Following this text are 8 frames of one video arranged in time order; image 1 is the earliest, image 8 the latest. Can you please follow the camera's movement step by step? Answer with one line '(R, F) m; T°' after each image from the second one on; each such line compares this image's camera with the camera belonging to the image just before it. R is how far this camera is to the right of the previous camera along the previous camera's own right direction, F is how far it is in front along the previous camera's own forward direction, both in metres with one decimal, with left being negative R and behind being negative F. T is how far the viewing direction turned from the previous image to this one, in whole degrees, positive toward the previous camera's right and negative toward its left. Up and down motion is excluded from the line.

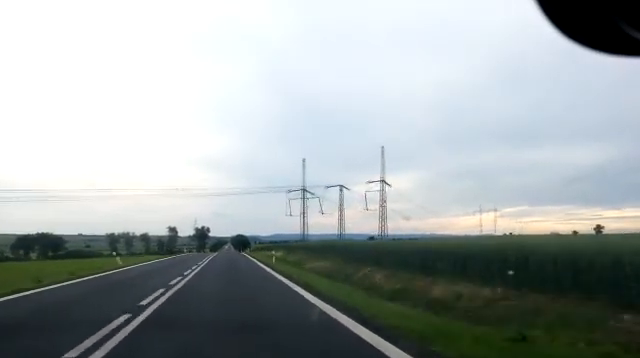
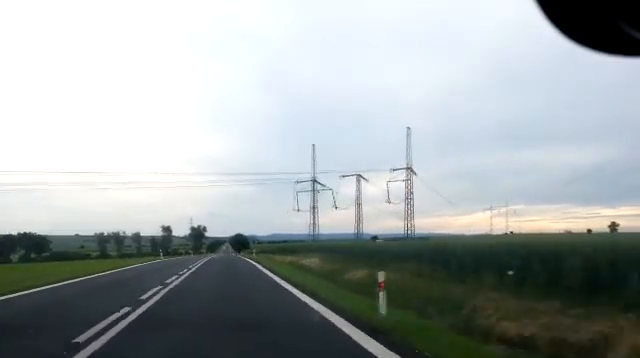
(+0.1, +21.5) m; 0°
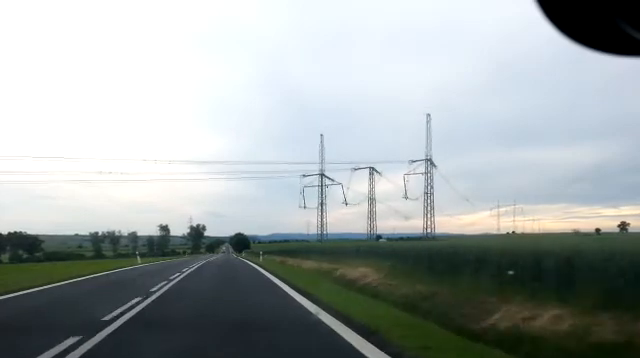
(0.0, +11.6) m; 0°
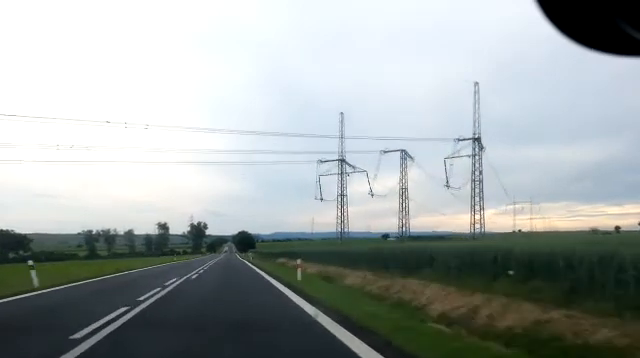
(0.0, +19.3) m; 0°
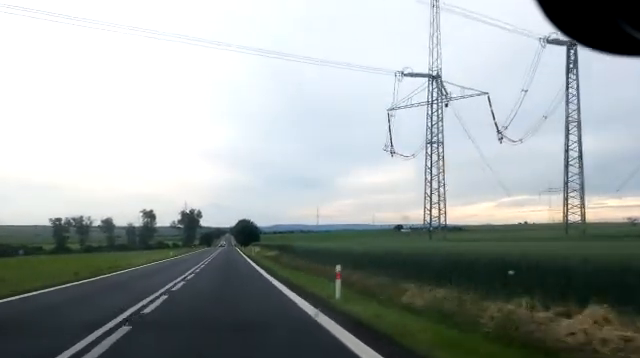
(+0.1, +46.2) m; 0°
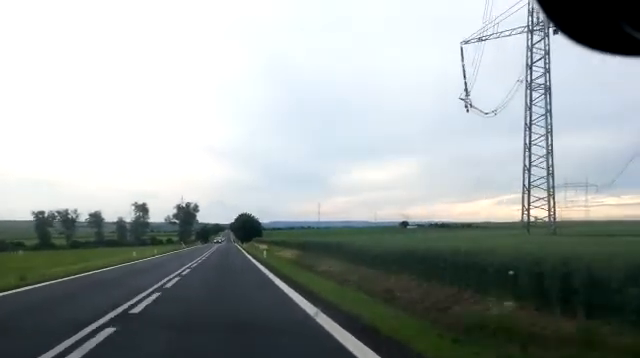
(-0.1, +18.4) m; 0°
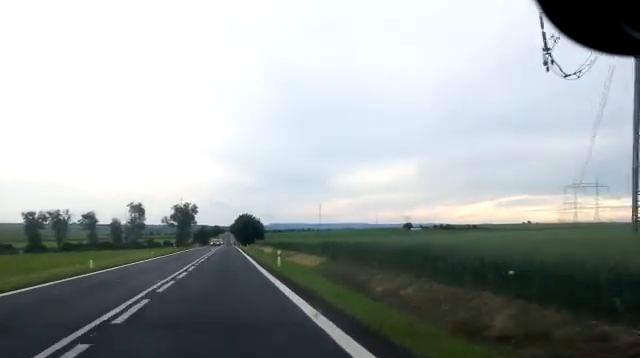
(-0.1, +10.0) m; 0°
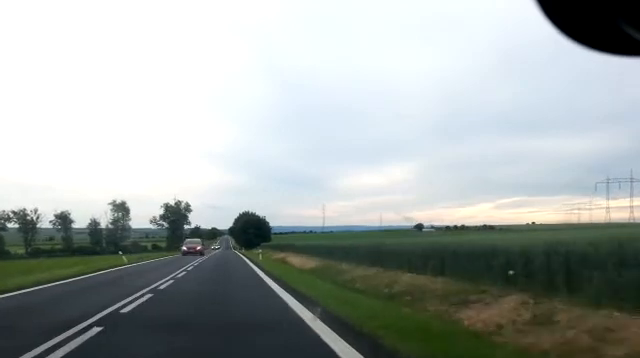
(+0.3, +29.8) m; 0°
